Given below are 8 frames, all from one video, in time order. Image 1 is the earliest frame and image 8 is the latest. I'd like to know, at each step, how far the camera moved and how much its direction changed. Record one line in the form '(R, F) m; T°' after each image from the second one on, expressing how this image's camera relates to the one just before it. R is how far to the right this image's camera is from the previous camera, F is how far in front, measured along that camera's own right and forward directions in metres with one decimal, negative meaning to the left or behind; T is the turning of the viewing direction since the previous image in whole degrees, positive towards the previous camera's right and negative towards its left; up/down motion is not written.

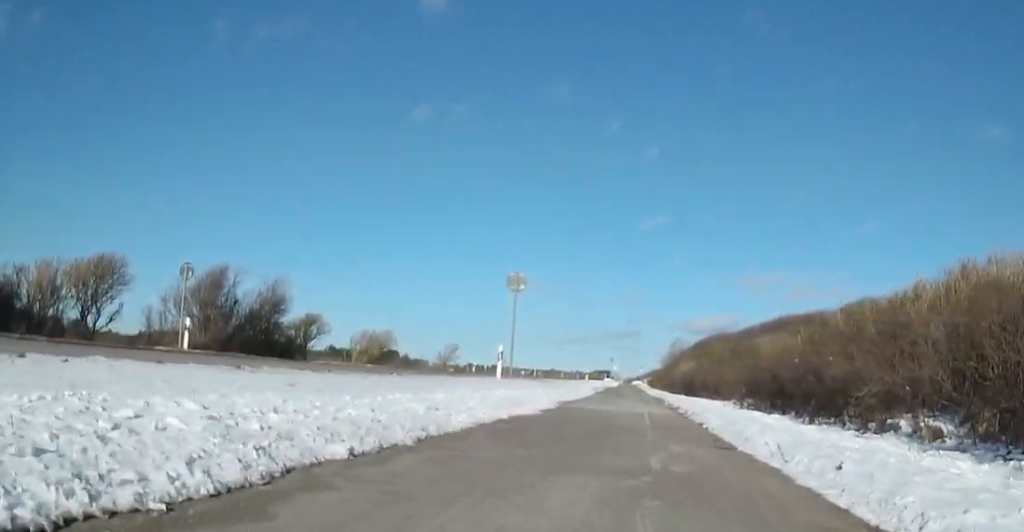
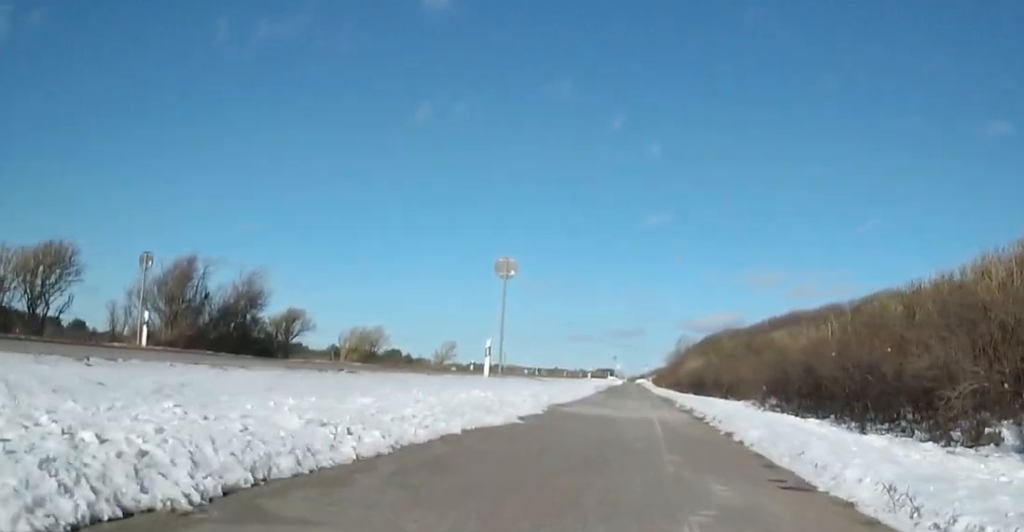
(+0.1, +2.8) m; -3°
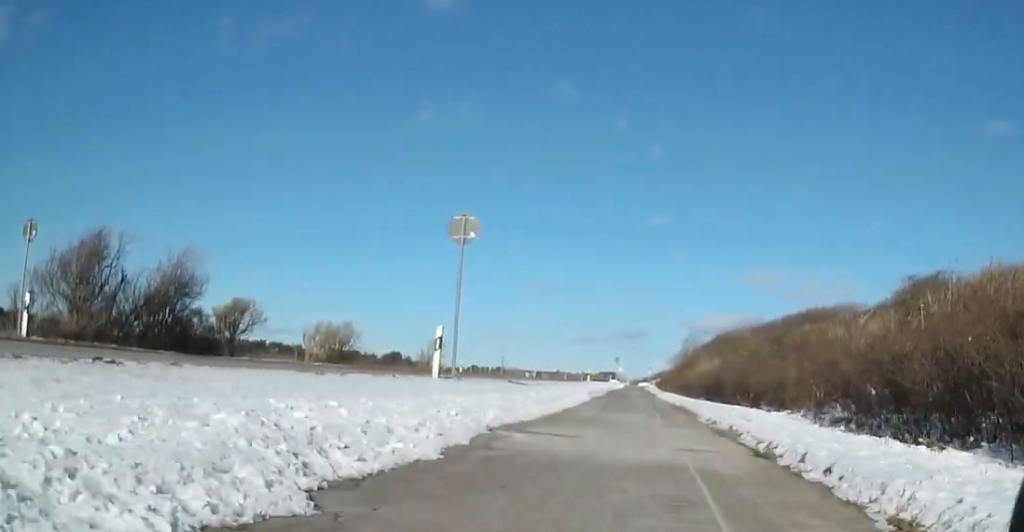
(-0.3, +6.0) m; 0°
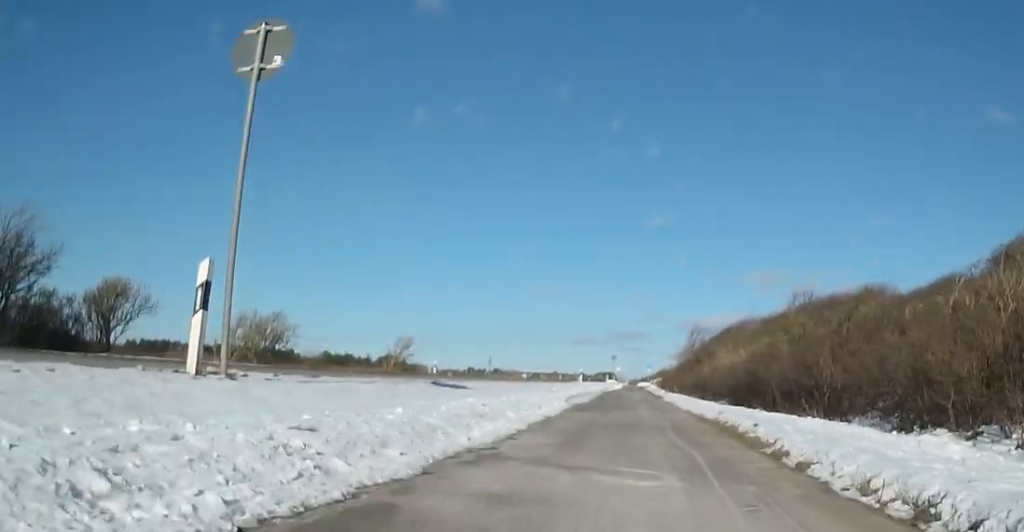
(-0.3, +8.9) m; -10°
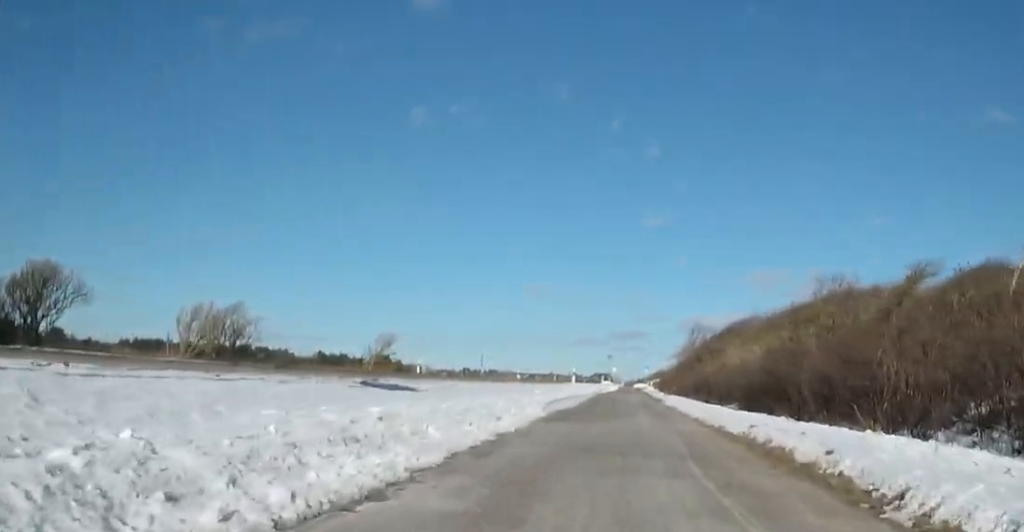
(-0.4, +3.4) m; +4°
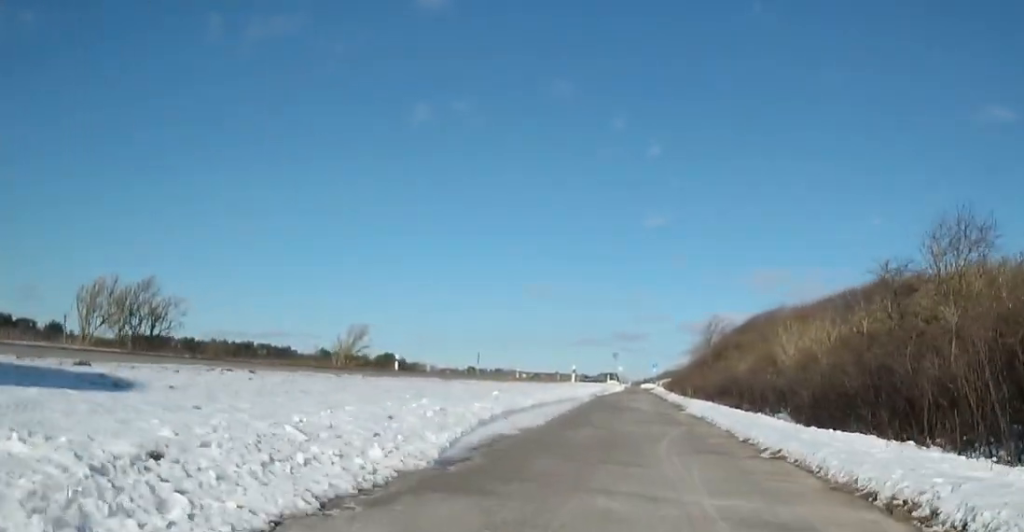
(+0.8, +6.7) m; +6°
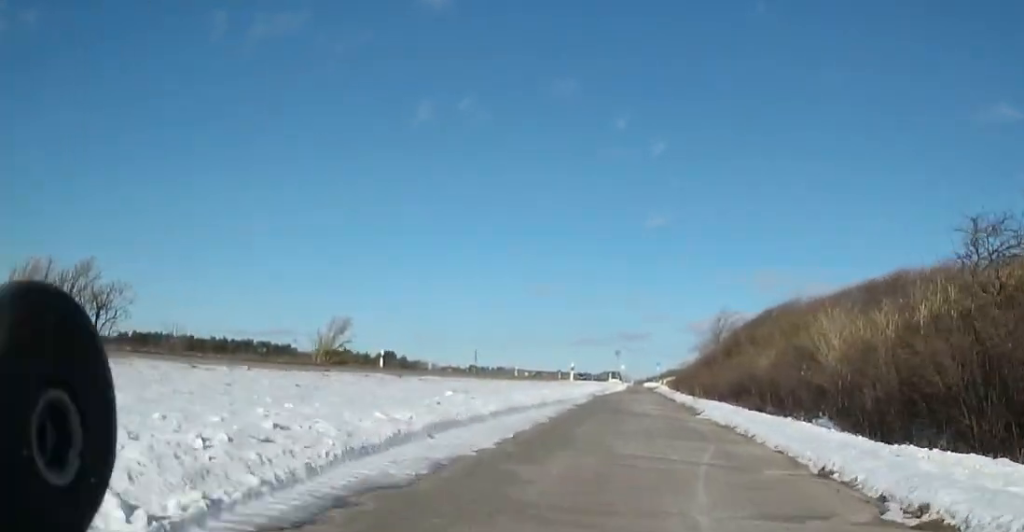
(-0.2, +3.5) m; +1°
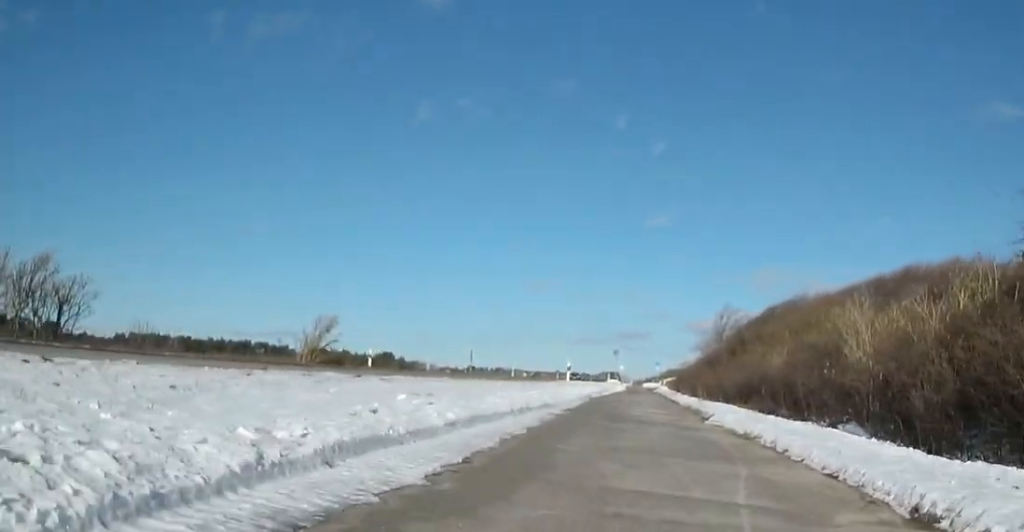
(+0.1, +1.8) m; +2°
